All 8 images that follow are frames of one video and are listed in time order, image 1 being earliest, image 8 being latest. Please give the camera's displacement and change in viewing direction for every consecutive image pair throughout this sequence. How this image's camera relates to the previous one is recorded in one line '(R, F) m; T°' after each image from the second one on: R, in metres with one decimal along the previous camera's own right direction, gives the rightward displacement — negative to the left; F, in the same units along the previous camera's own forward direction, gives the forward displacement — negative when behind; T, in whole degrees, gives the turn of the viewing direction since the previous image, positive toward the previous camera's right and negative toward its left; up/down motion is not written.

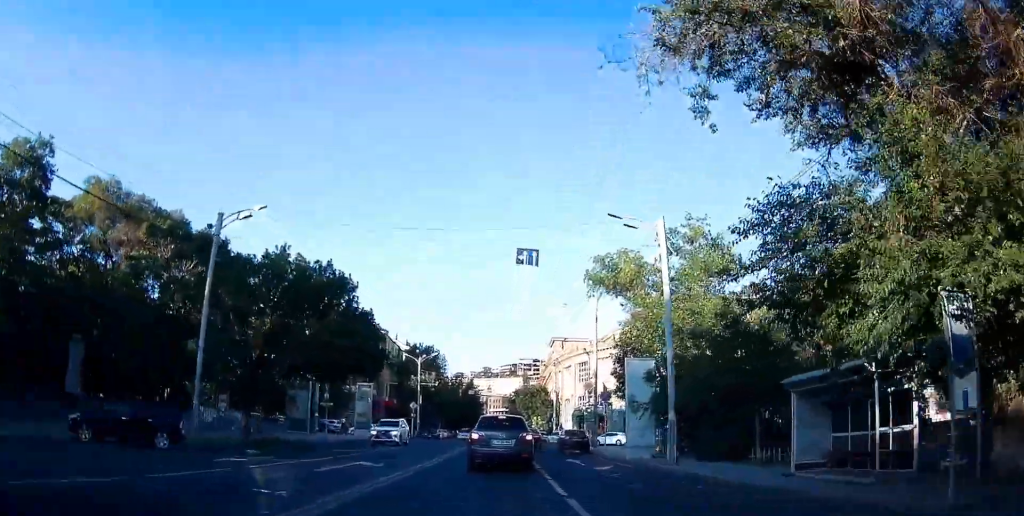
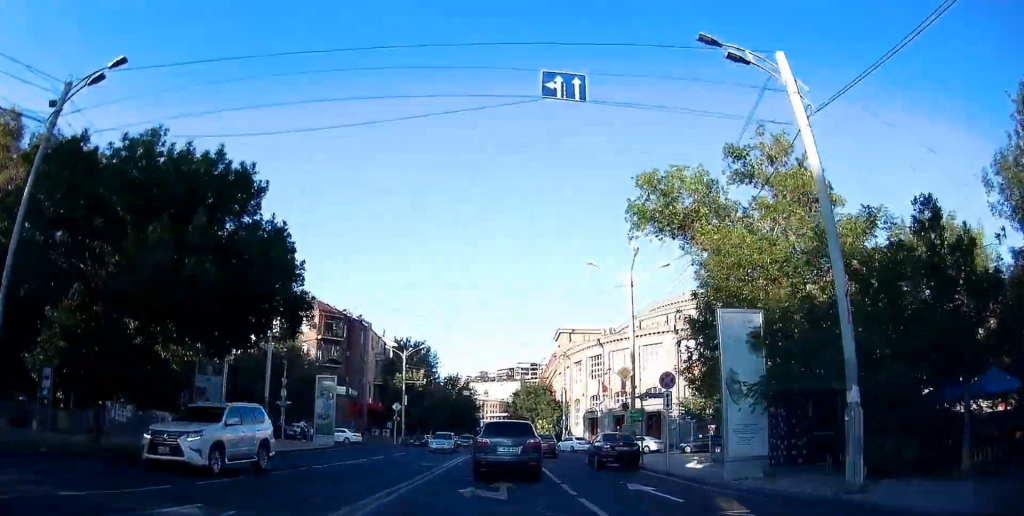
(+0.2, +12.4) m; +3°
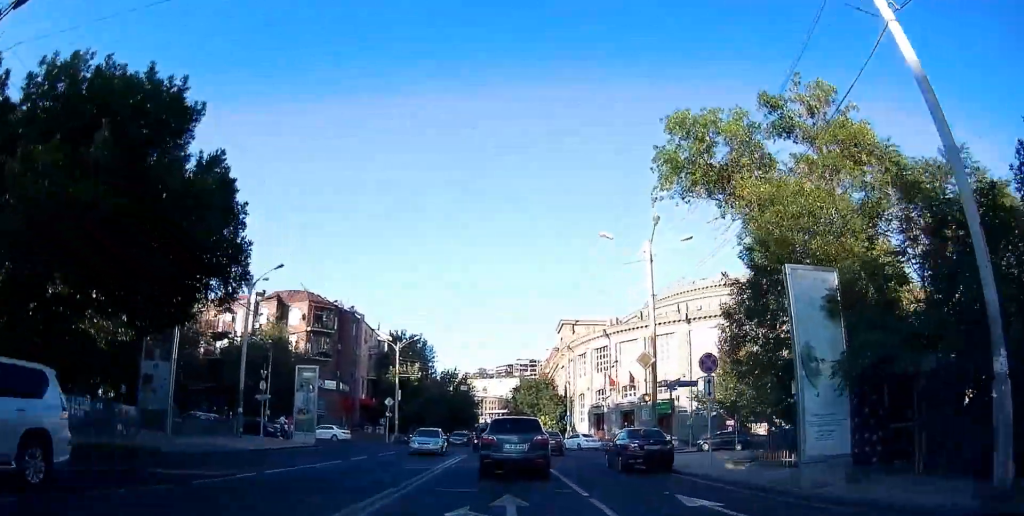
(+0.2, +4.4) m; 0°
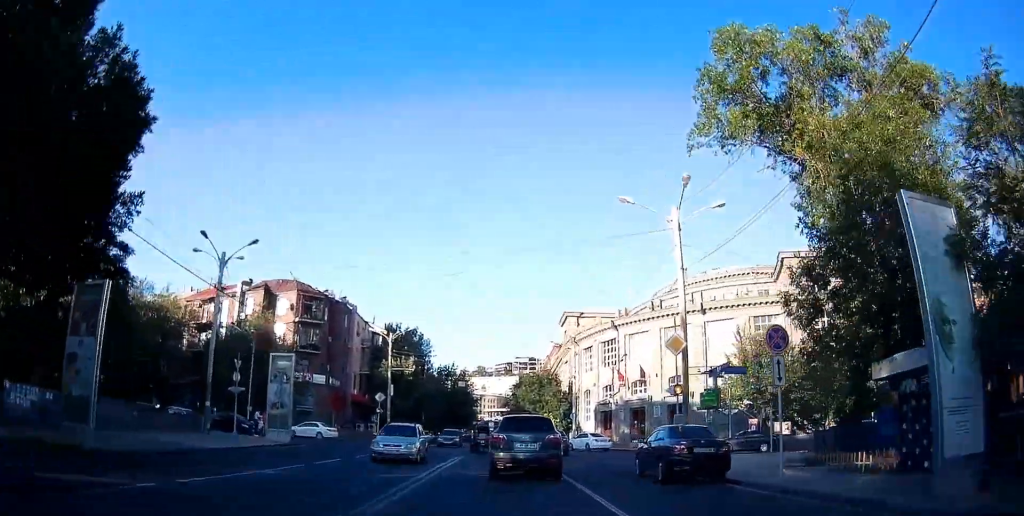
(+0.1, +4.7) m; 0°
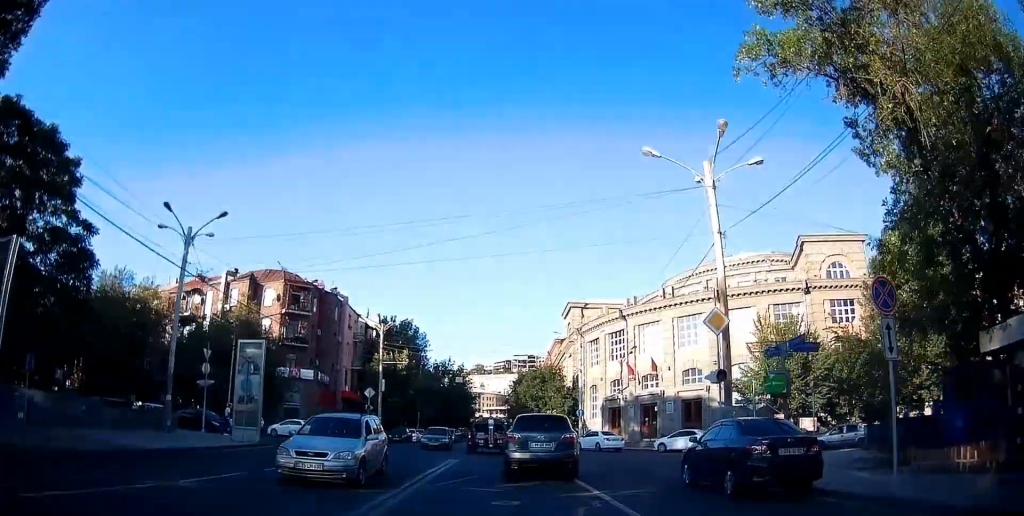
(-0.1, +4.4) m; -1°
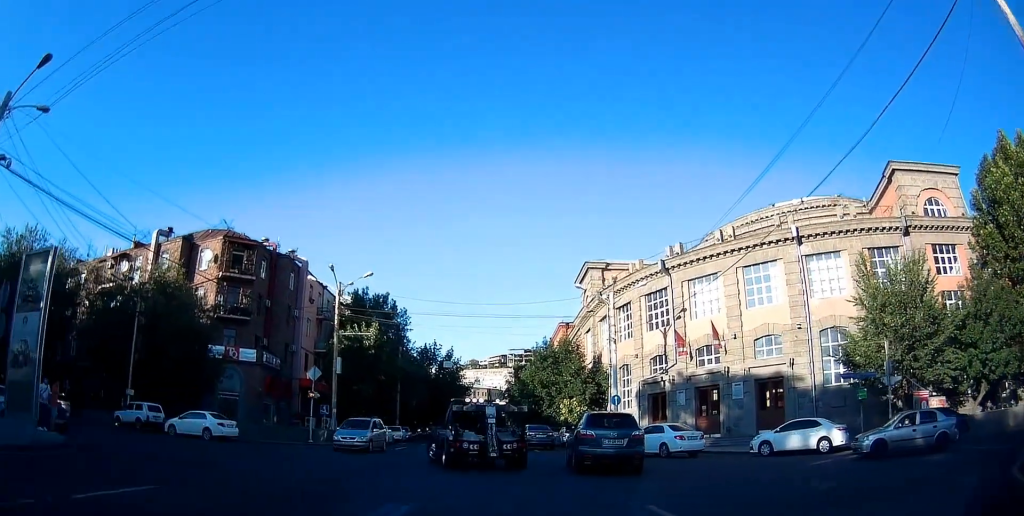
(-0.3, +17.1) m; -2°
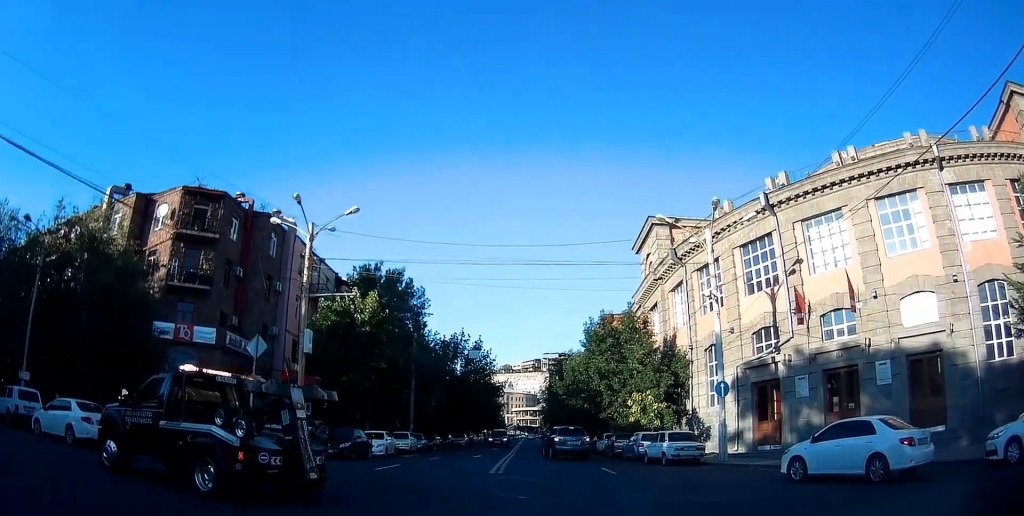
(-0.8, +16.4) m; -6°
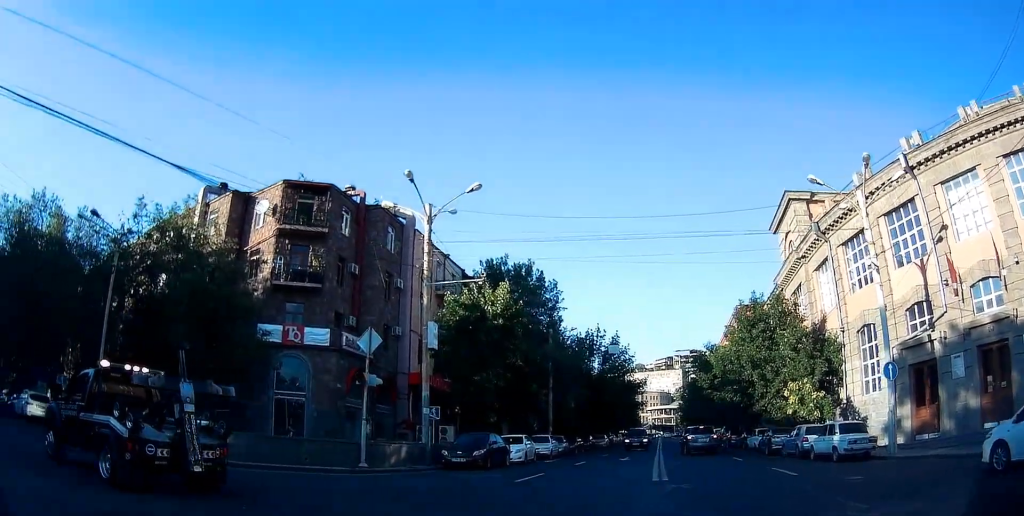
(-0.2, +3.5) m; -10°
